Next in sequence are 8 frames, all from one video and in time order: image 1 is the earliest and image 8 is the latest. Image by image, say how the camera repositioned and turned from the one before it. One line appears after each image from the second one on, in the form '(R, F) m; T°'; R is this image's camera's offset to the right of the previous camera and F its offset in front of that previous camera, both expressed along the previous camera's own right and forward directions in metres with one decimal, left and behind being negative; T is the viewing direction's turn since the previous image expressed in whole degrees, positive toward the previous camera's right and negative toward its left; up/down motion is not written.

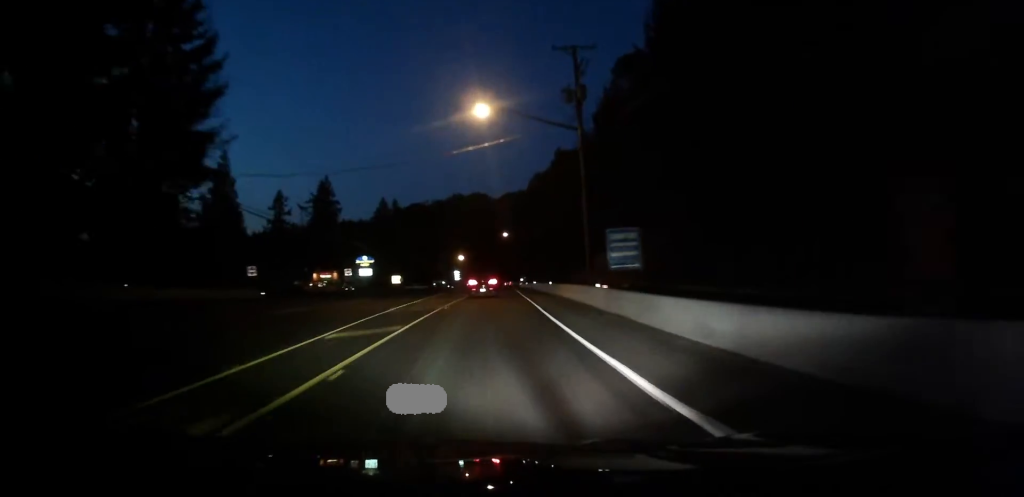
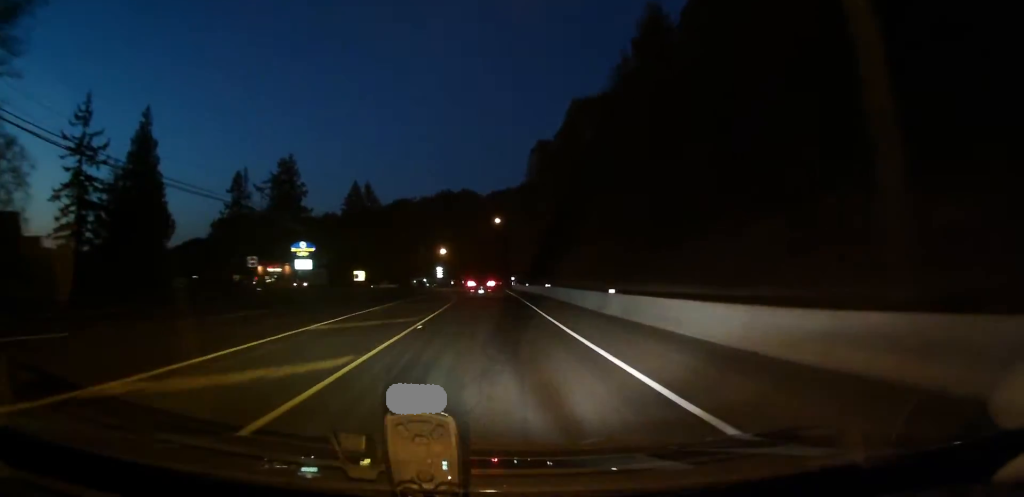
(+0.9, +28.2) m; +3°
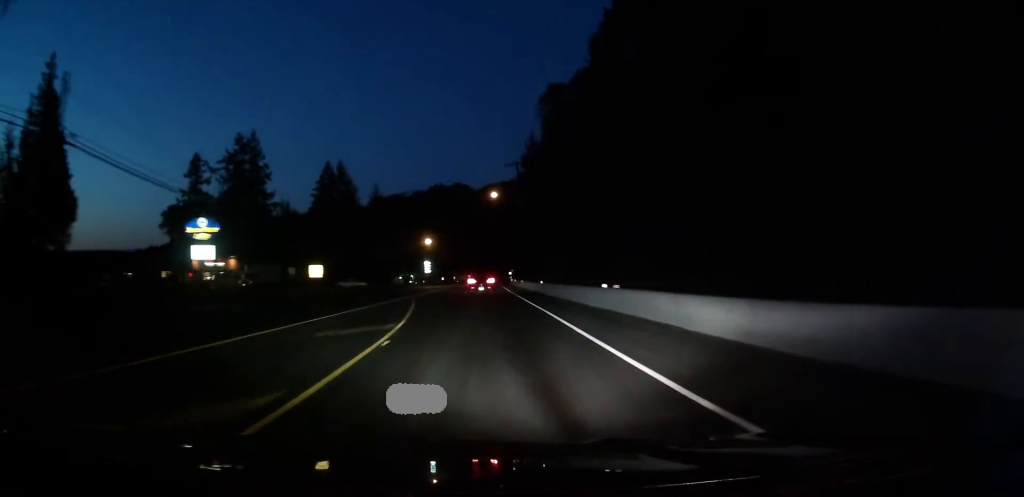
(+0.4, +25.3) m; +2°
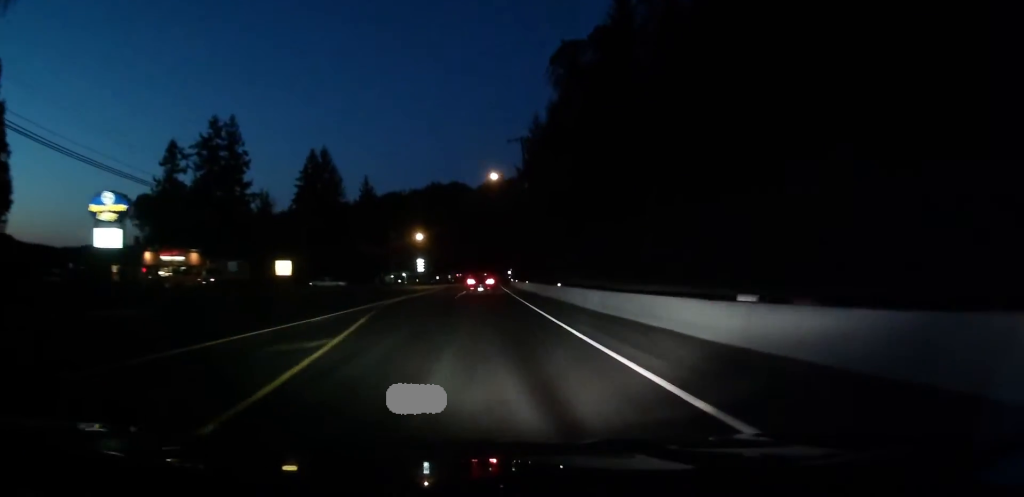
(+0.2, +13.1) m; +1°
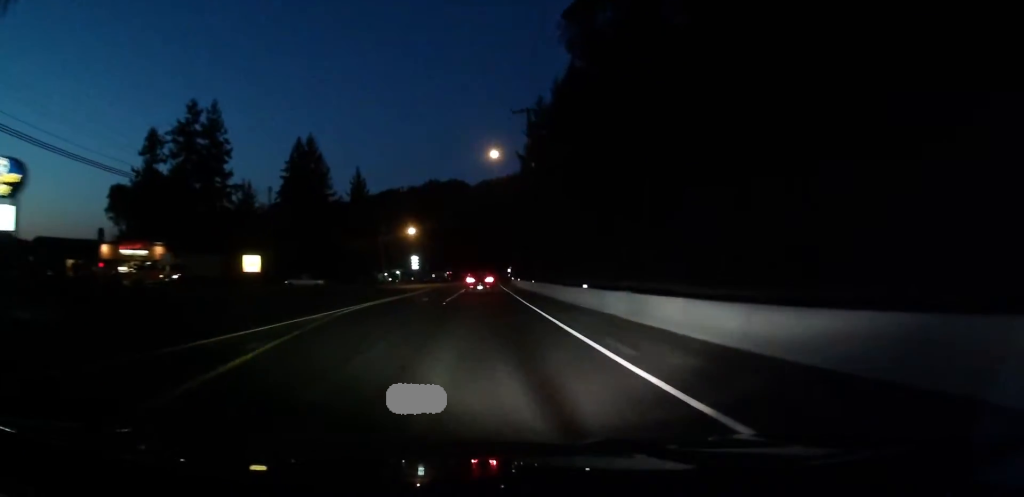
(0.0, +9.8) m; 0°
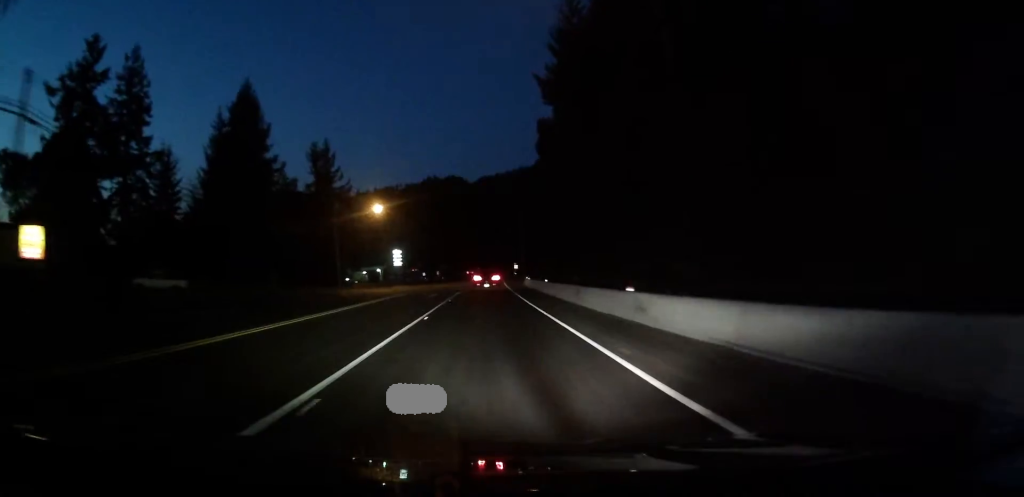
(+0.1, +34.4) m; +1°
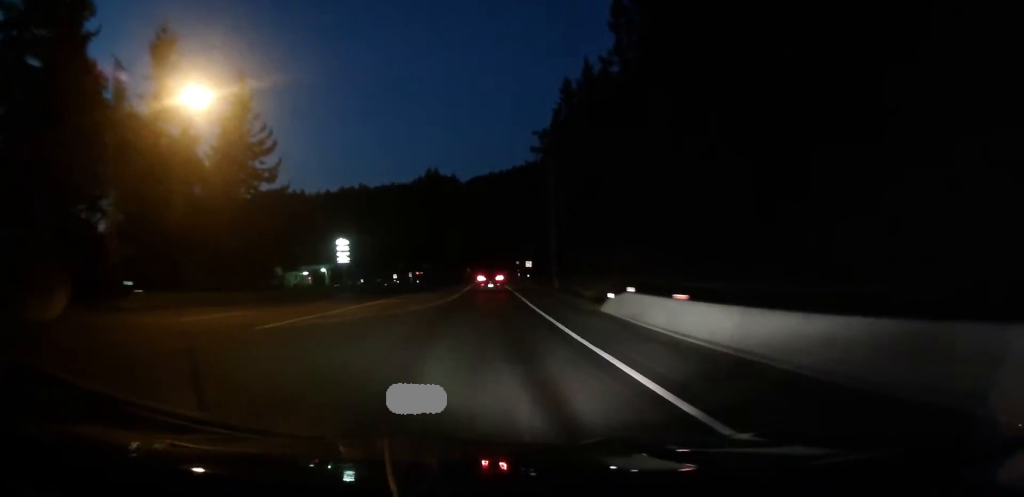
(0.0, +47.5) m; -1°
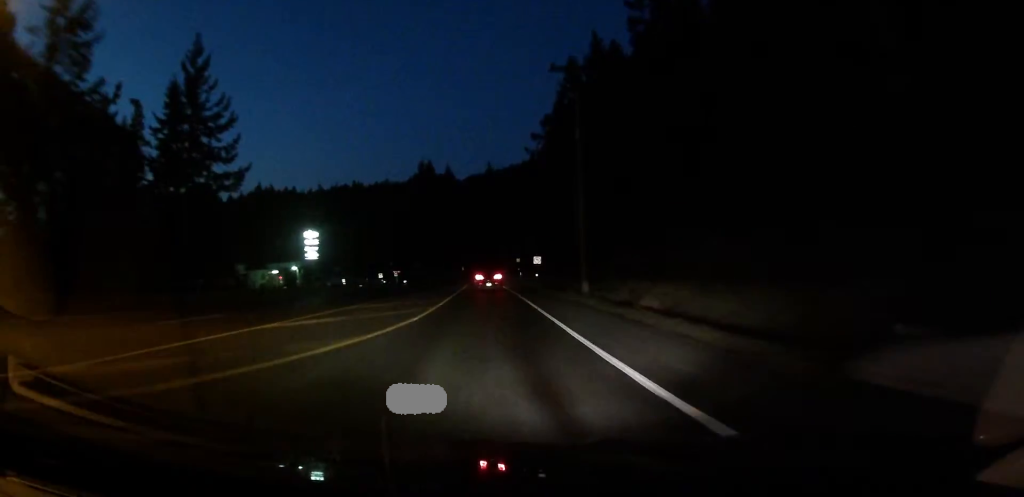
(-0.1, +14.7) m; +1°
